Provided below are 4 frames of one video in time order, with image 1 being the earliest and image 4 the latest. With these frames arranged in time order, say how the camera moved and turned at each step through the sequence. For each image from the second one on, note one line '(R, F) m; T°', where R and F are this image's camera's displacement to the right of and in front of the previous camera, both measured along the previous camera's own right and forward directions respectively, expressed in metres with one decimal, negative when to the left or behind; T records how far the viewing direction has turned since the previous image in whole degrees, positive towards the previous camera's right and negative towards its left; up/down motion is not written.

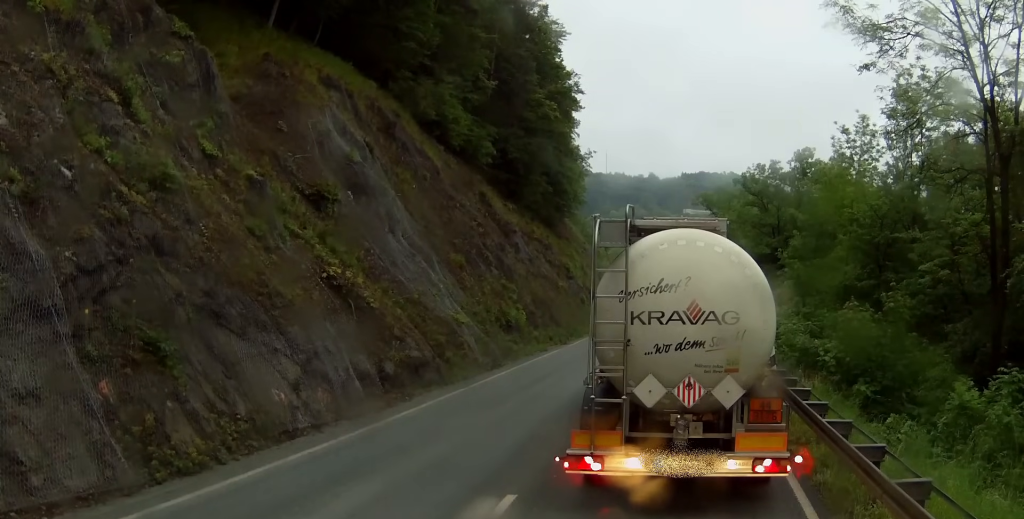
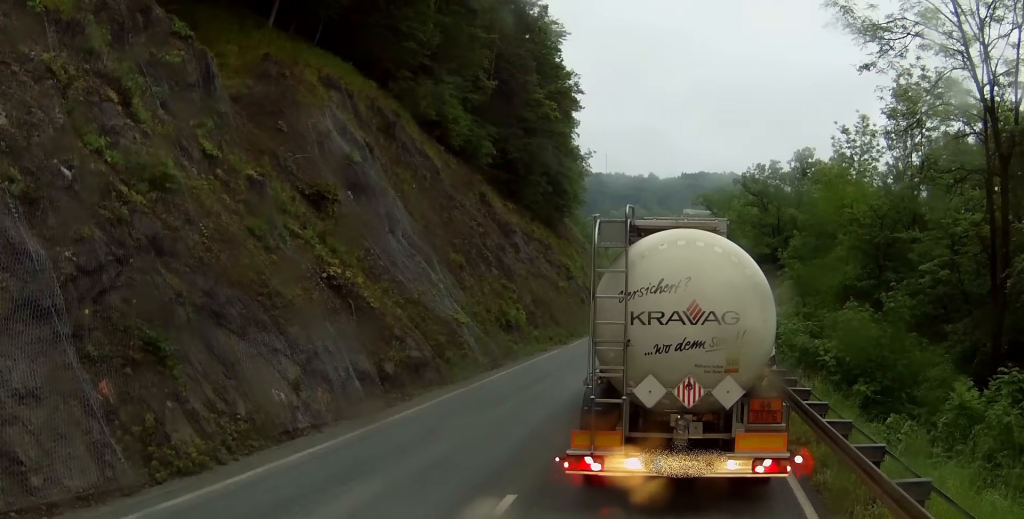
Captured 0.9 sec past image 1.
(0.0, 0.0) m; 0°
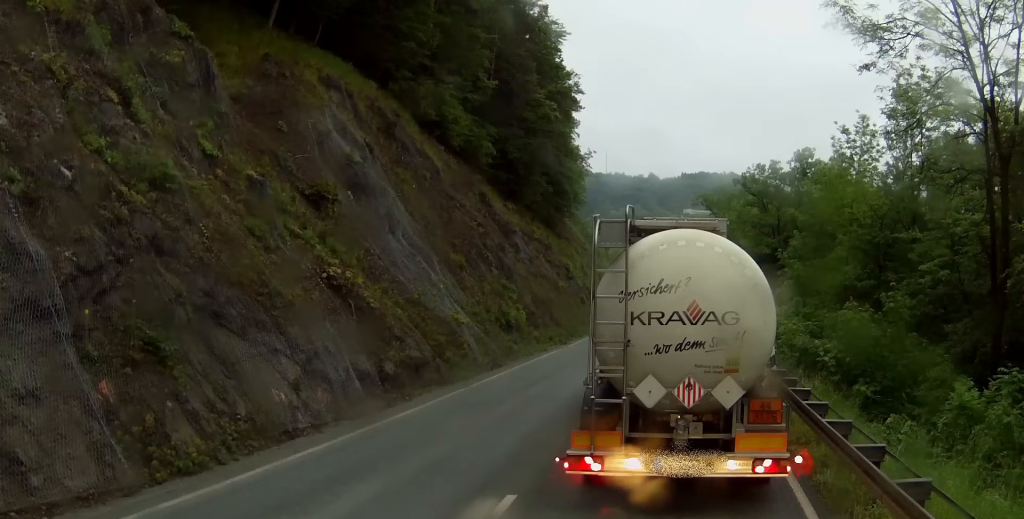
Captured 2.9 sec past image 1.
(0.0, +0.2) m; 0°
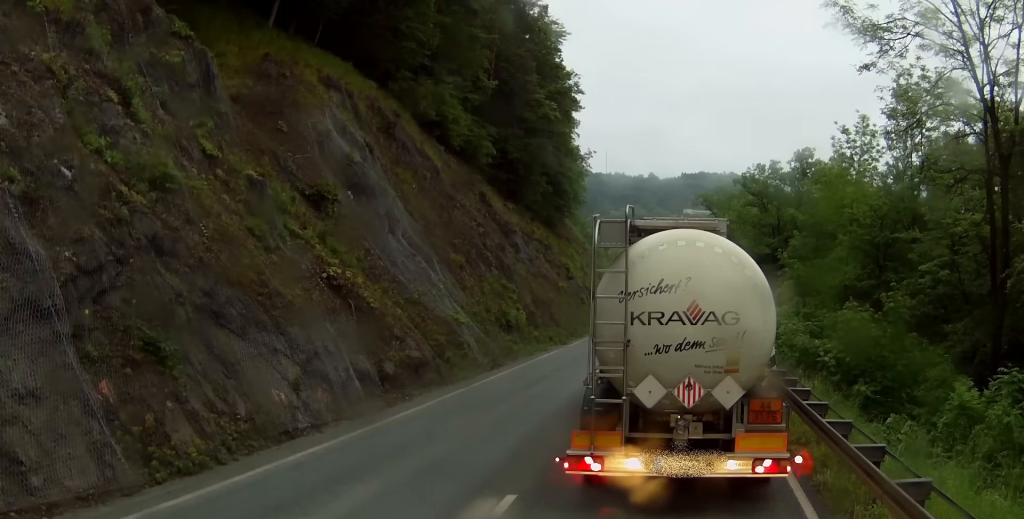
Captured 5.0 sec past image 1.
(0.0, +0.4) m; 0°
